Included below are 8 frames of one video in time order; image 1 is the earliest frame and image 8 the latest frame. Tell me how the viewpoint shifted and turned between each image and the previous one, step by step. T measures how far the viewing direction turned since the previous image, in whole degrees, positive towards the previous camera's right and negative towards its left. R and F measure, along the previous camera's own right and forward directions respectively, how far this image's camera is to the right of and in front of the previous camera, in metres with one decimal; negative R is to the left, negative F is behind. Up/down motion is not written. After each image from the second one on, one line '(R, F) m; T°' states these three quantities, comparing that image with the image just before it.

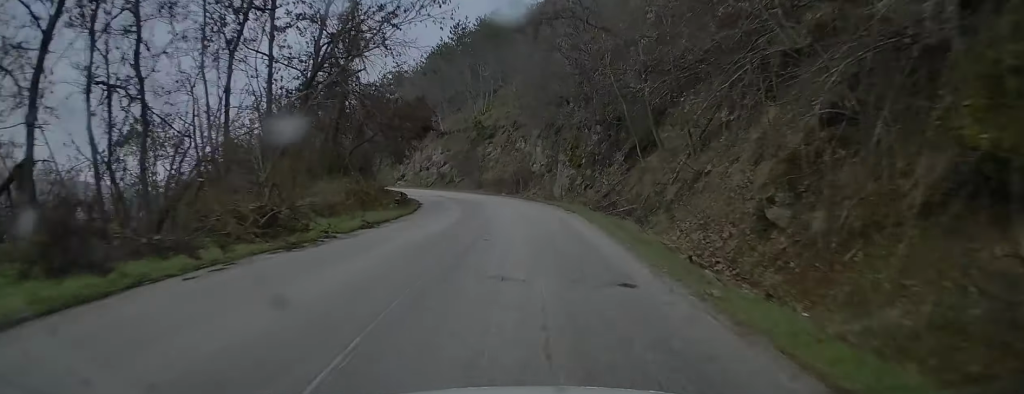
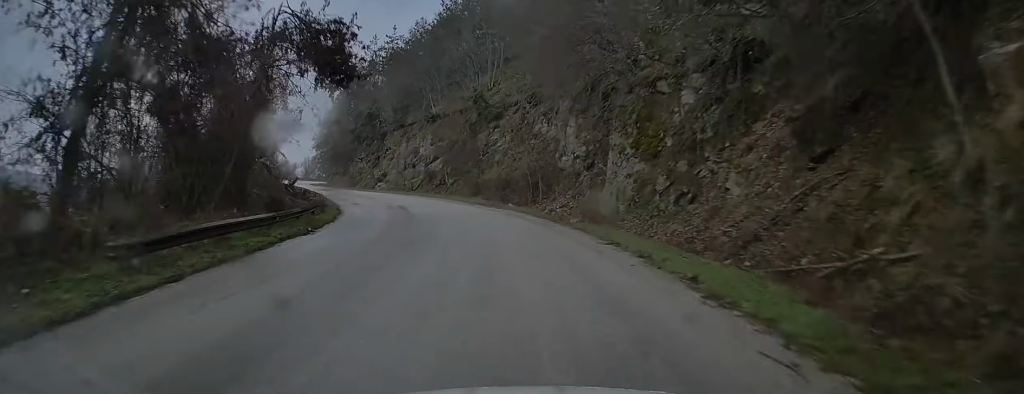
(+0.1, +22.0) m; -1°
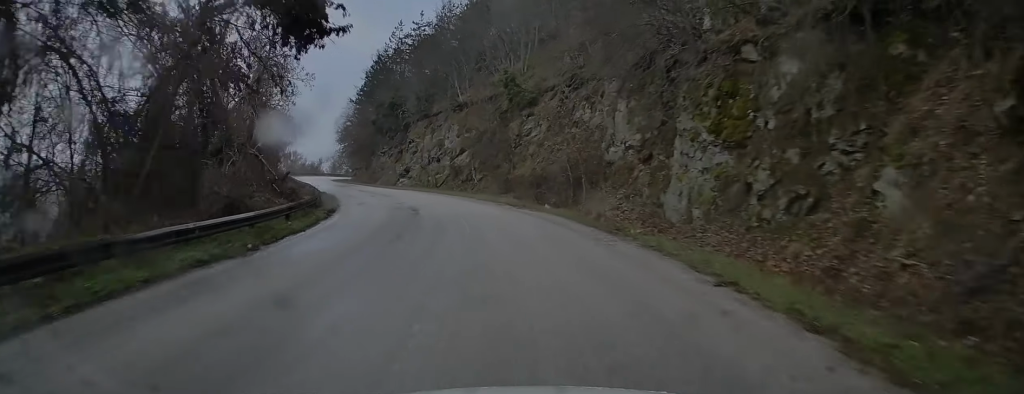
(+0.1, +6.0) m; -1°
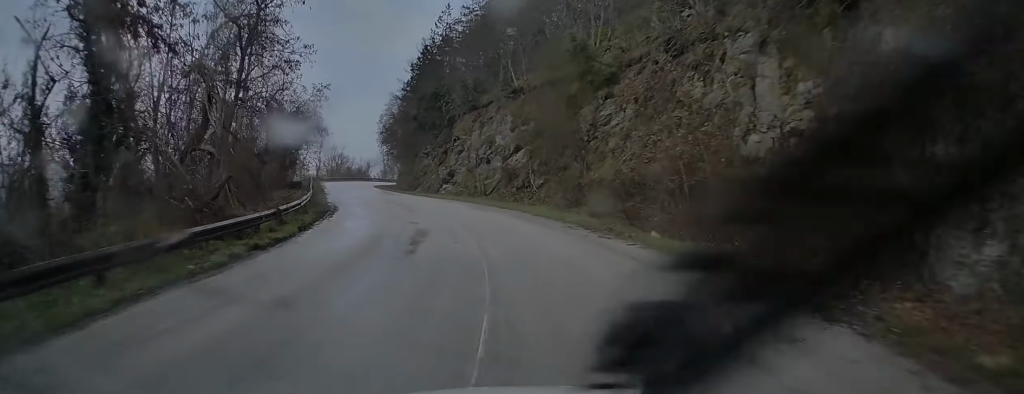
(-0.3, +11.0) m; -3°
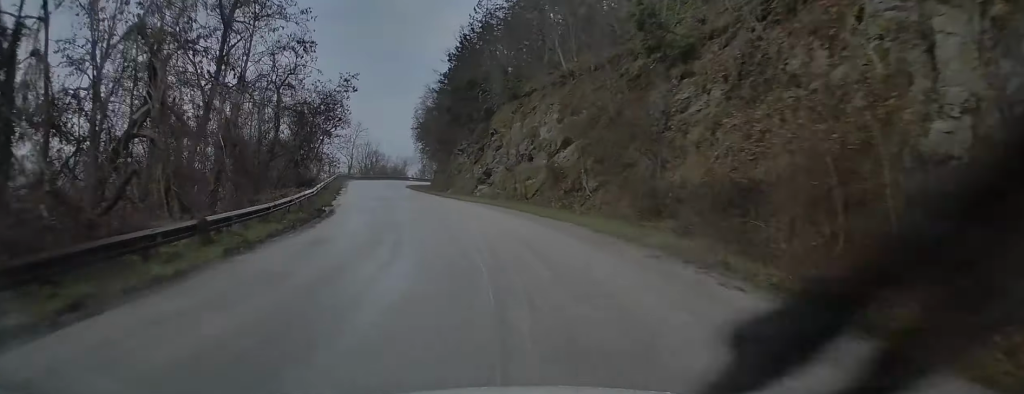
(+0.1, +6.6) m; -2°
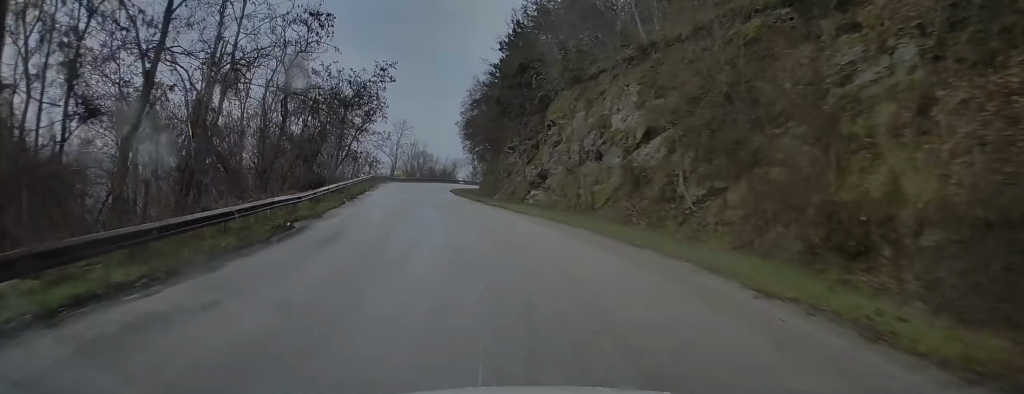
(-0.4, +8.3) m; -2°
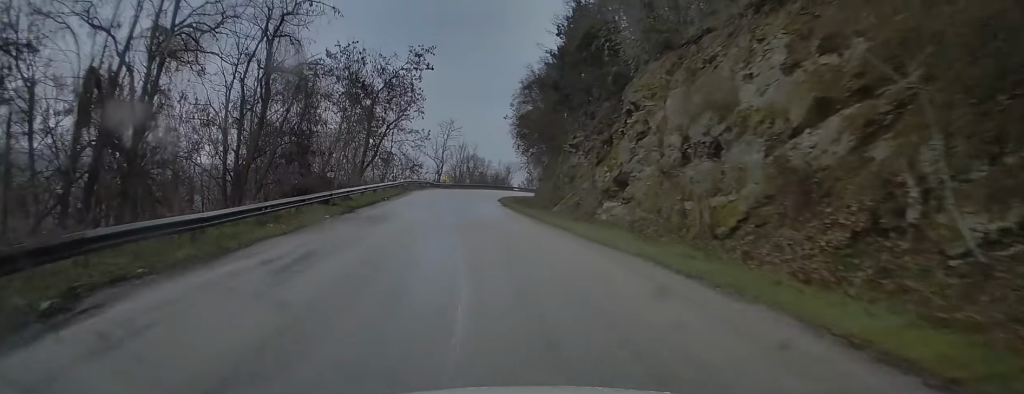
(-0.2, +10.0) m; -3°
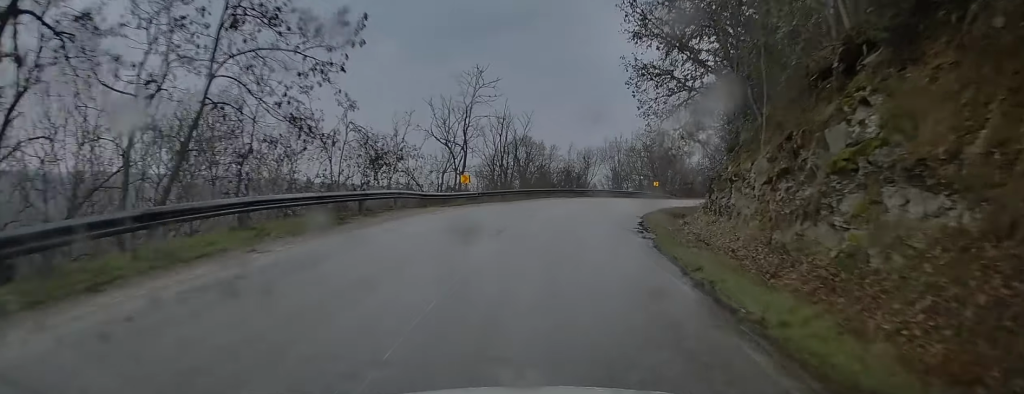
(-9.6, +43.1) m; -20°
